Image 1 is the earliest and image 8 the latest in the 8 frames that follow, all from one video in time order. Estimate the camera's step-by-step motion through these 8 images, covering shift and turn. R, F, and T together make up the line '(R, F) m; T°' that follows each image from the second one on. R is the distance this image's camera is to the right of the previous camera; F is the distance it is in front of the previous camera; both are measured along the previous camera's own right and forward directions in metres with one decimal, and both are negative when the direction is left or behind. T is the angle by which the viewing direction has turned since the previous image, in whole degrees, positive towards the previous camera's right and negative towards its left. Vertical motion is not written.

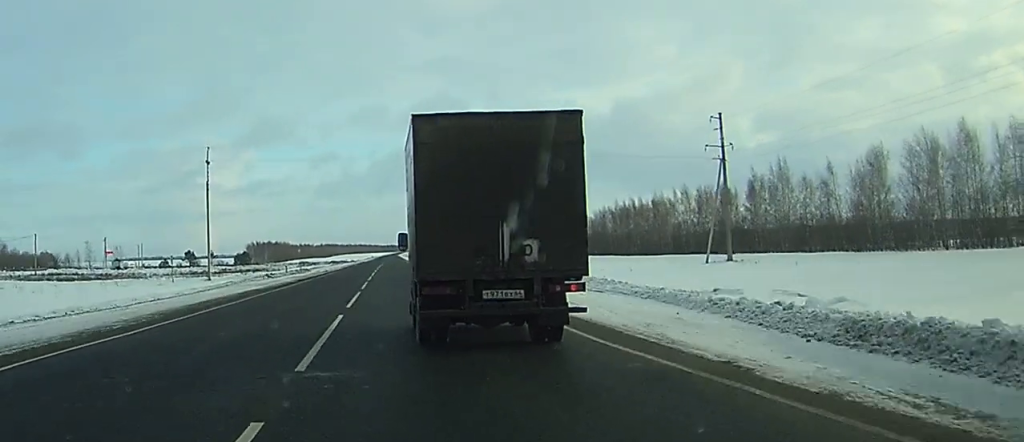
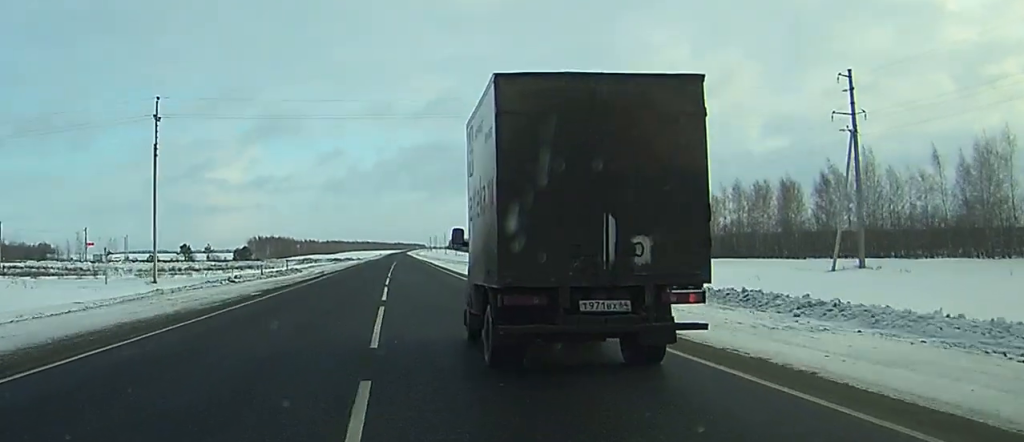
(-0.1, +21.3) m; -1°
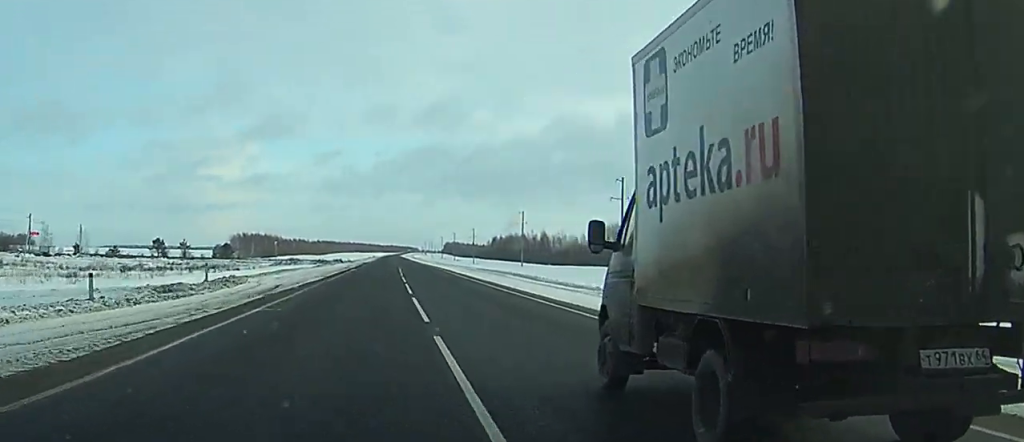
(-0.3, +30.2) m; -1°
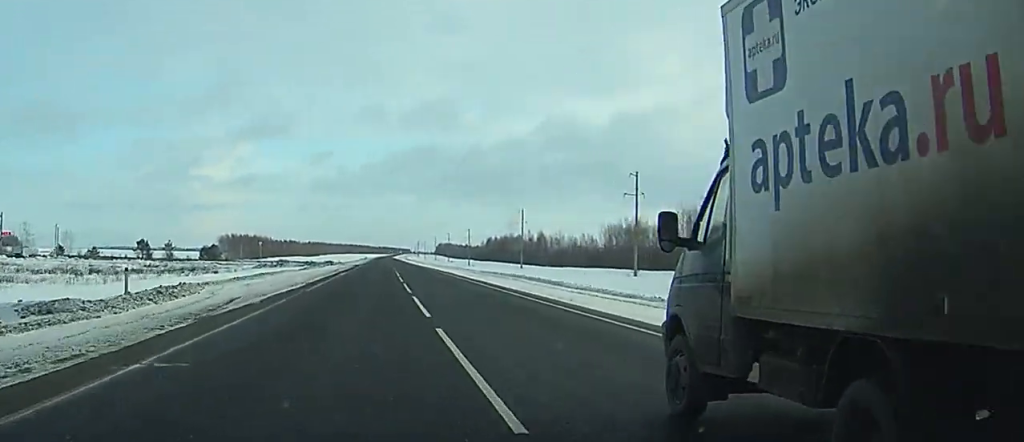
(0.0, +10.0) m; 0°
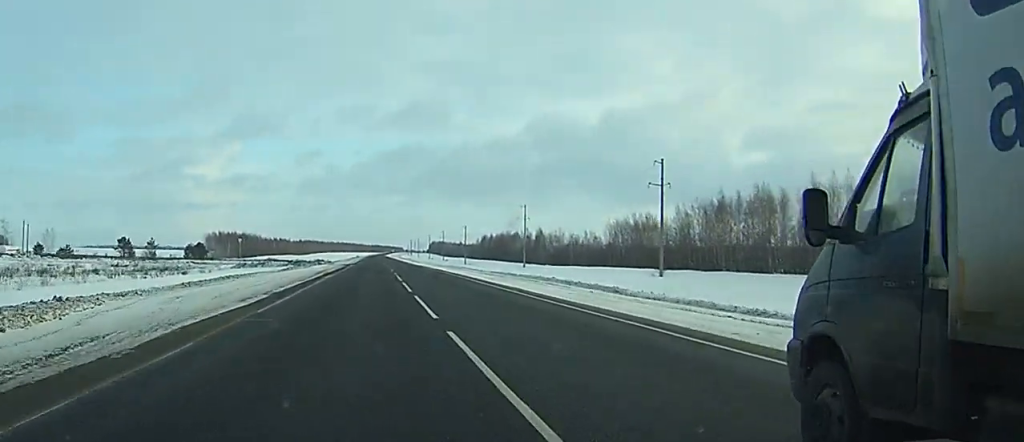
(0.0, +12.8) m; 0°
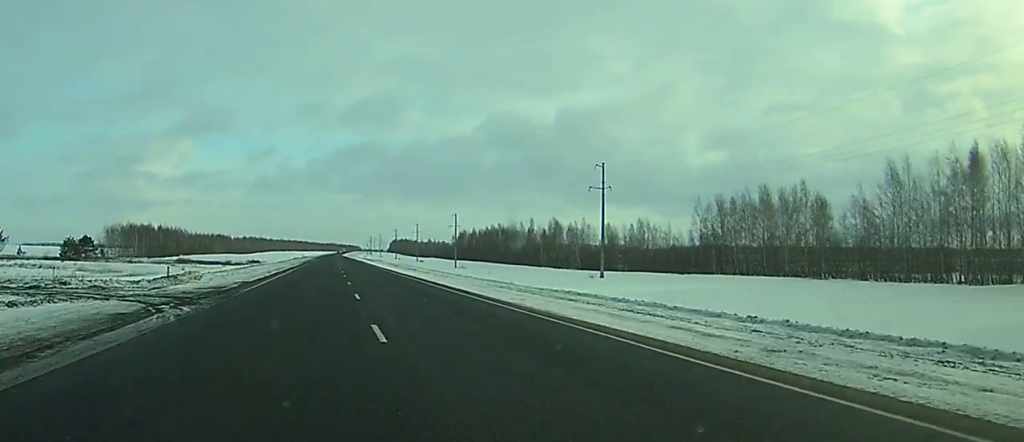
(+1.9, +87.3) m; +3°
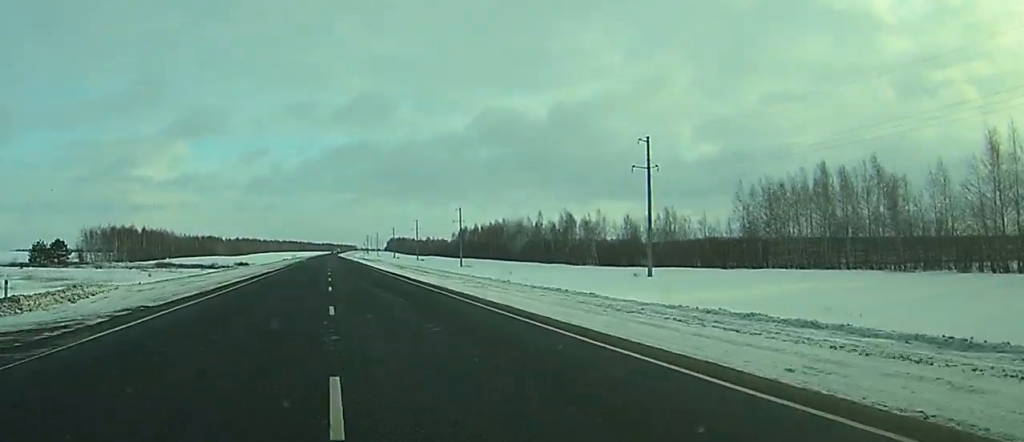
(+0.1, +18.4) m; +1°
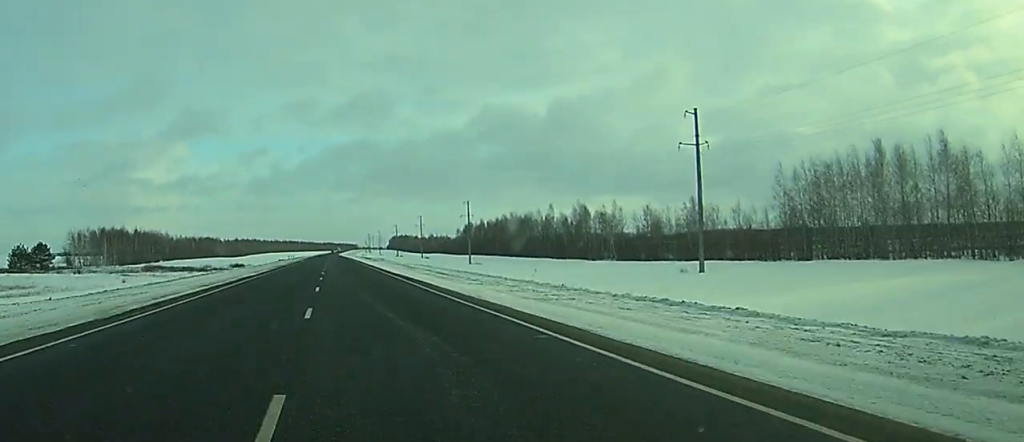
(+0.1, +13.0) m; 0°
